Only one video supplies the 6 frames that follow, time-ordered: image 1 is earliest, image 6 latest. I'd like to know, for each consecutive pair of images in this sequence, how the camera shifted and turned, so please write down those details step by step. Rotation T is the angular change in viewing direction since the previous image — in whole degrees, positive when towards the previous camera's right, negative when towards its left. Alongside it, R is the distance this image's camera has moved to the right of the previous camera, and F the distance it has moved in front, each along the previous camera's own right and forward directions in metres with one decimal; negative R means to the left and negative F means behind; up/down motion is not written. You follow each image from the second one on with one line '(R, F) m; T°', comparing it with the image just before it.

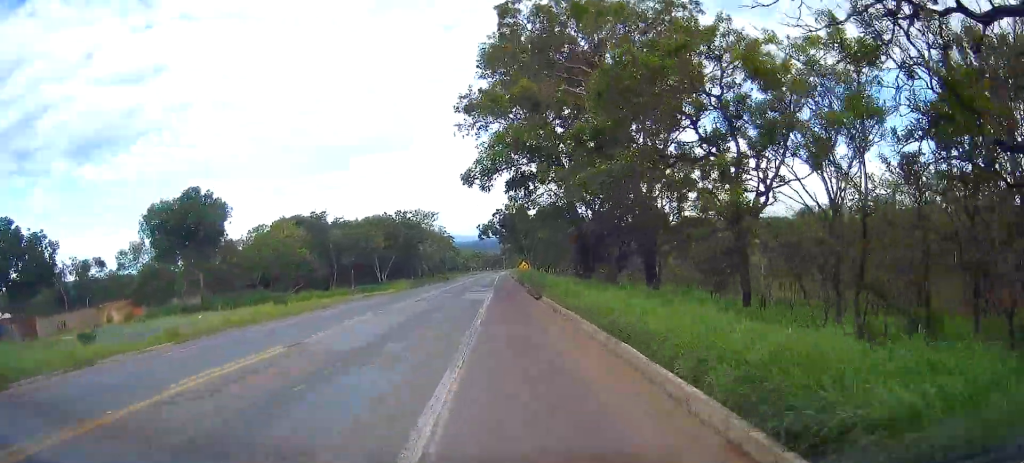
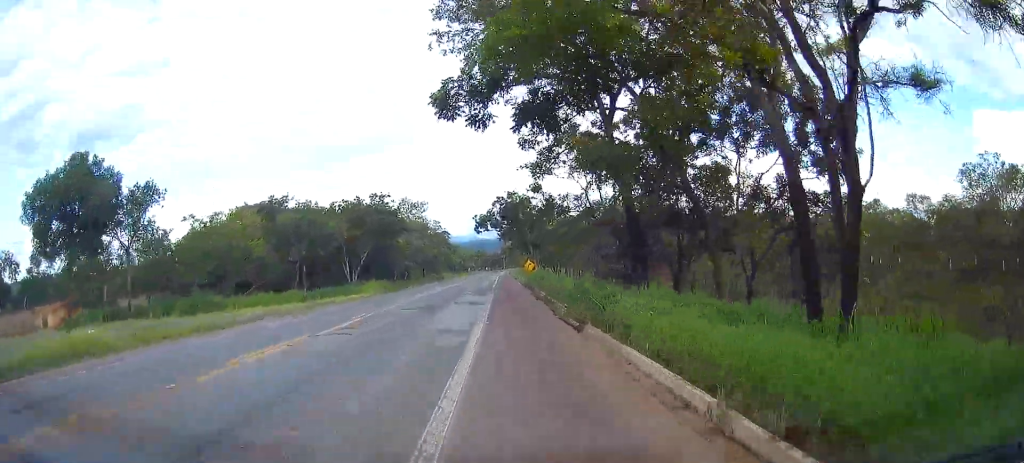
(+0.5, +14.5) m; 0°
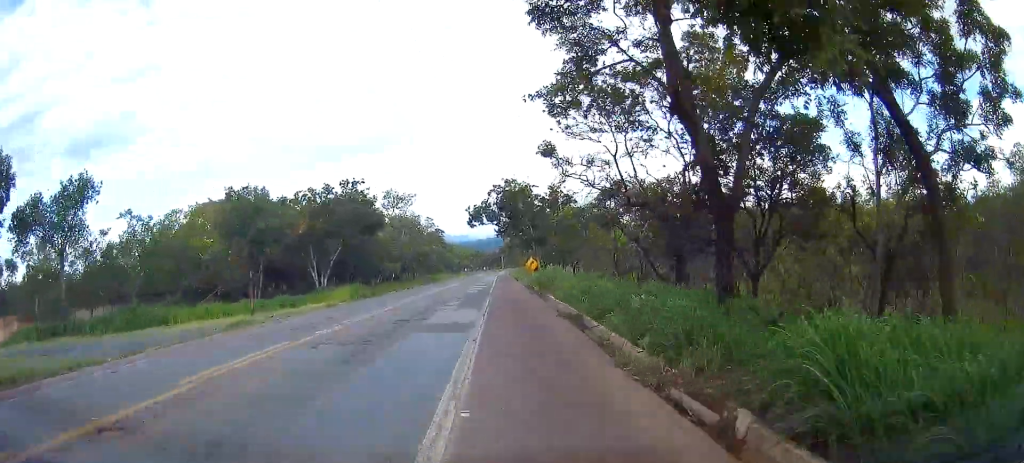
(-0.2, +9.6) m; 0°
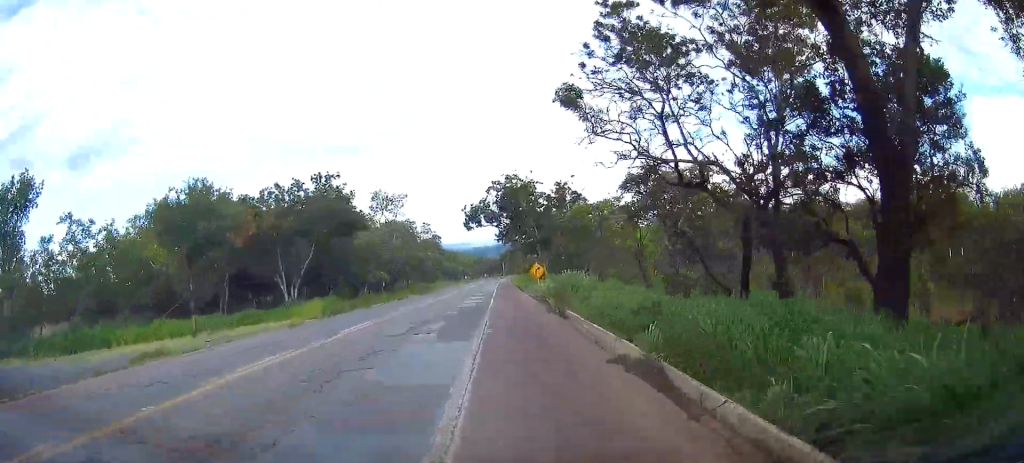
(-0.2, +7.3) m; 0°
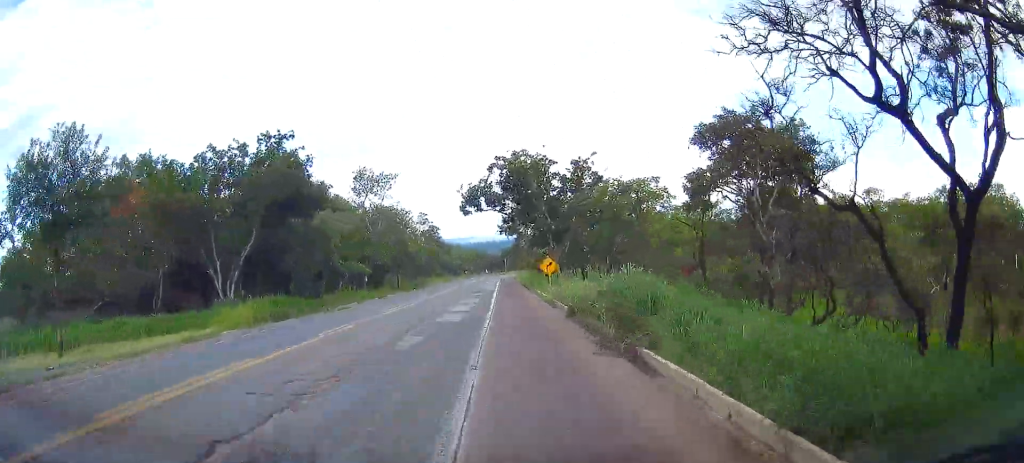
(+0.2, +10.2) m; 0°
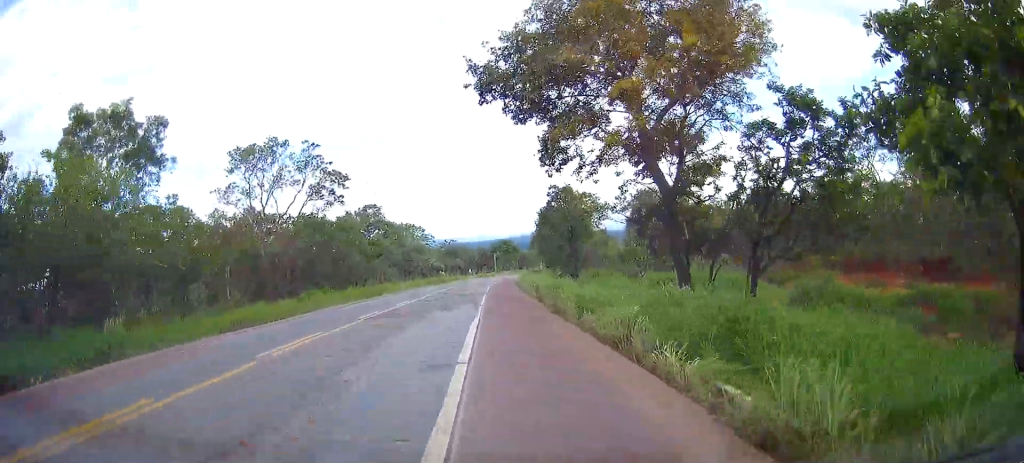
(+0.8, +66.6) m; 0°
